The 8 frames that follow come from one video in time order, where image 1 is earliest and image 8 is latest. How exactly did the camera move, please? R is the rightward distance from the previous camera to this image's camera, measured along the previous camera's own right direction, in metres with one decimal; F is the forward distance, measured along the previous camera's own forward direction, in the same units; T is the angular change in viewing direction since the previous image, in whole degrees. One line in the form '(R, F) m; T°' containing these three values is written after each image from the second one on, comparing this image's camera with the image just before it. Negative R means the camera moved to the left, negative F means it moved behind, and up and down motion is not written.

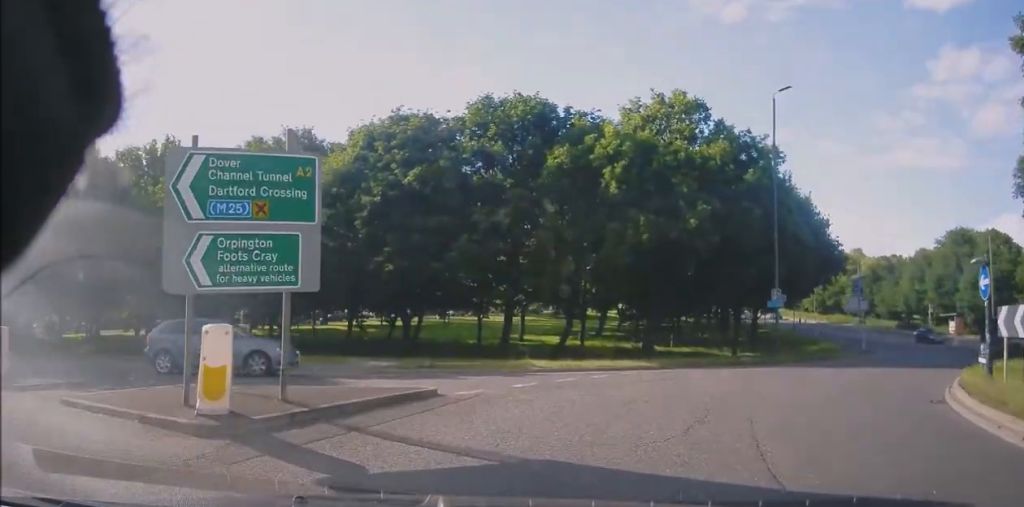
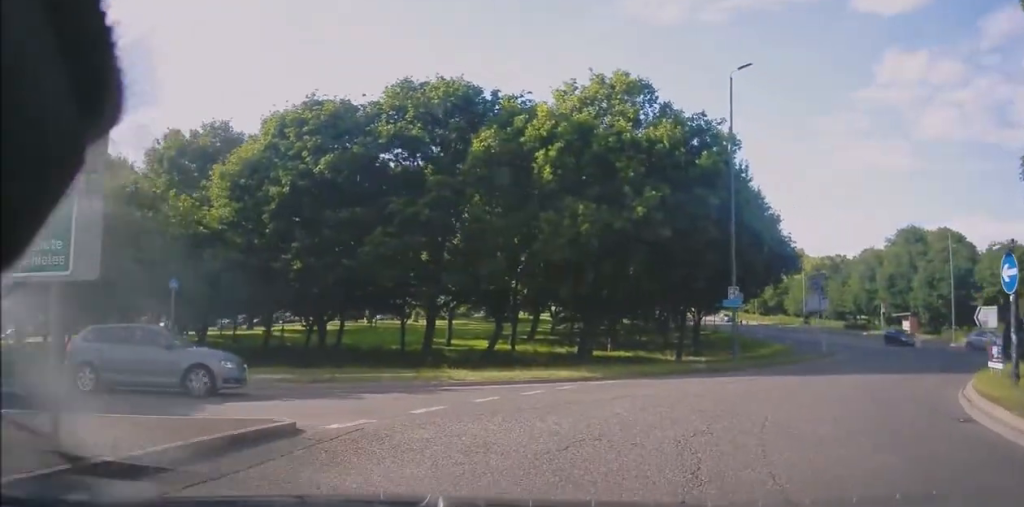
(-0.1, +2.8) m; +6°
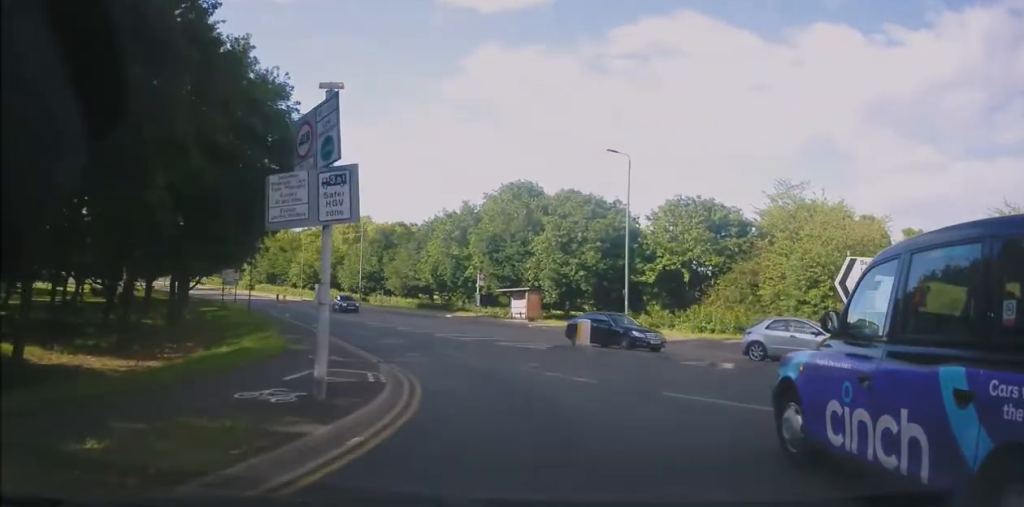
(+8.7, +20.5) m; +33°
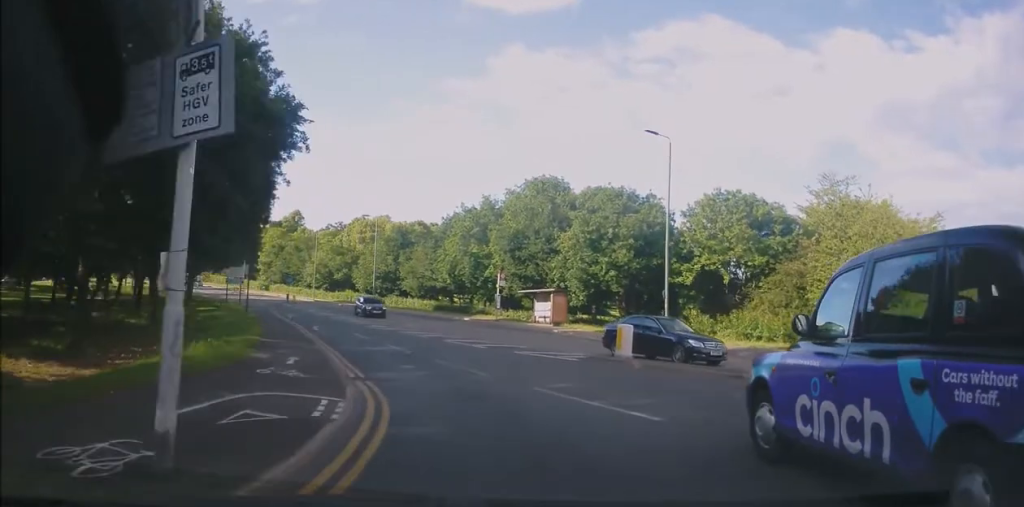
(+0.1, +4.0) m; -2°
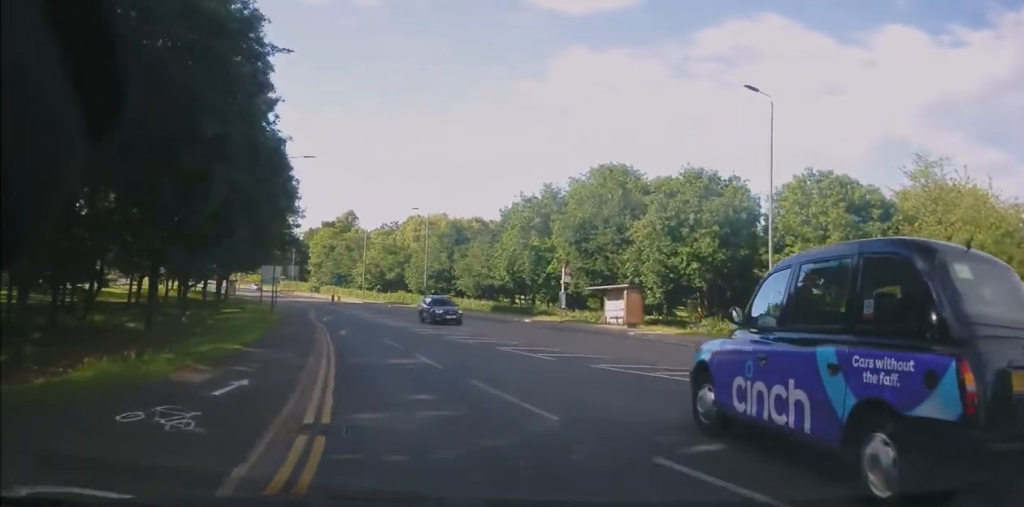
(-0.2, +5.5) m; -4°
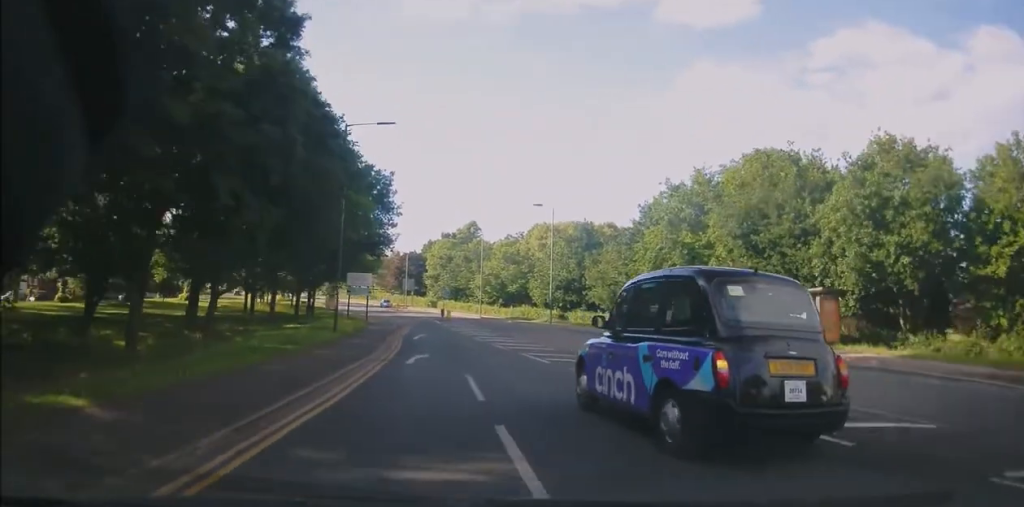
(-0.7, +9.5) m; -9°
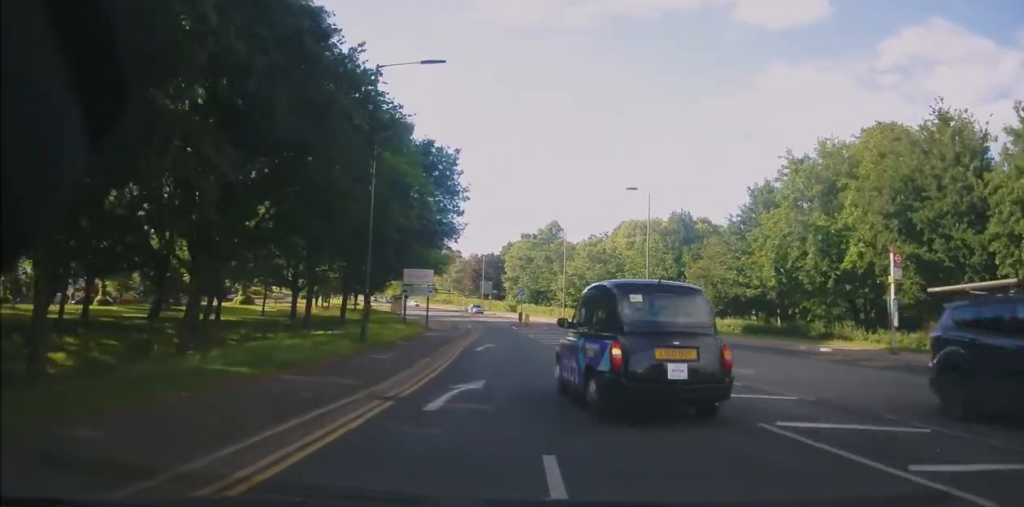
(-0.3, +7.2) m; -6°
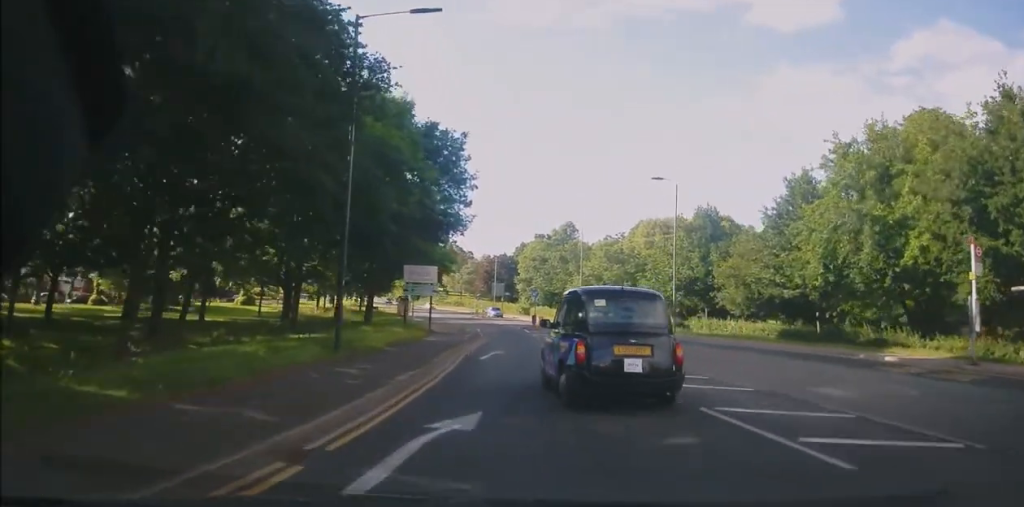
(-0.3, +3.8) m; -2°
